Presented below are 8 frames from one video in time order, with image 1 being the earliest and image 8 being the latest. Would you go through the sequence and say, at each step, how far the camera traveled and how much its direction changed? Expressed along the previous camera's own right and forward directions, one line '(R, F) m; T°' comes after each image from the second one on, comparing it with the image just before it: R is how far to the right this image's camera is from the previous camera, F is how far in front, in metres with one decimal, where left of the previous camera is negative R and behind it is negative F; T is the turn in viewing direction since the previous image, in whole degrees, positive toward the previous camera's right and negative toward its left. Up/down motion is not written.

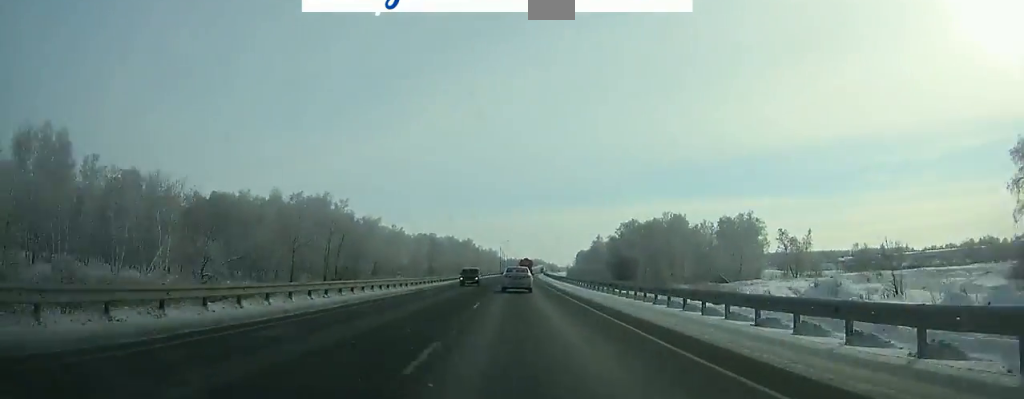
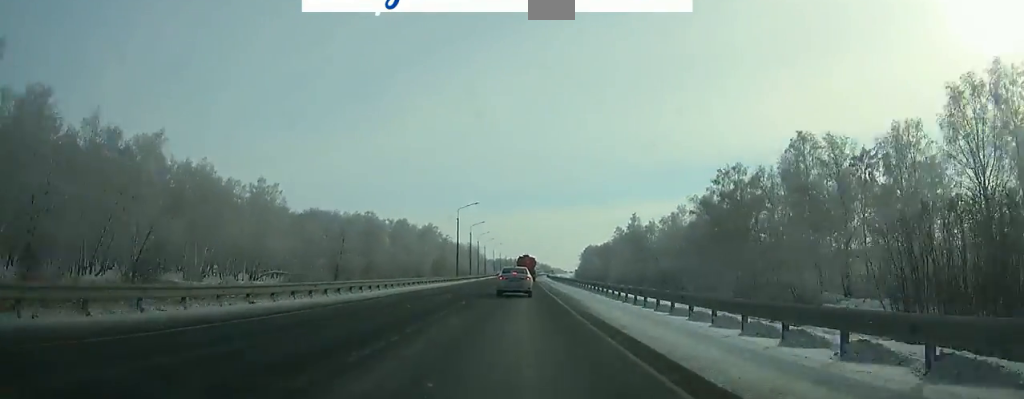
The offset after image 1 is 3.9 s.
(+0.6, +101.4) m; +1°
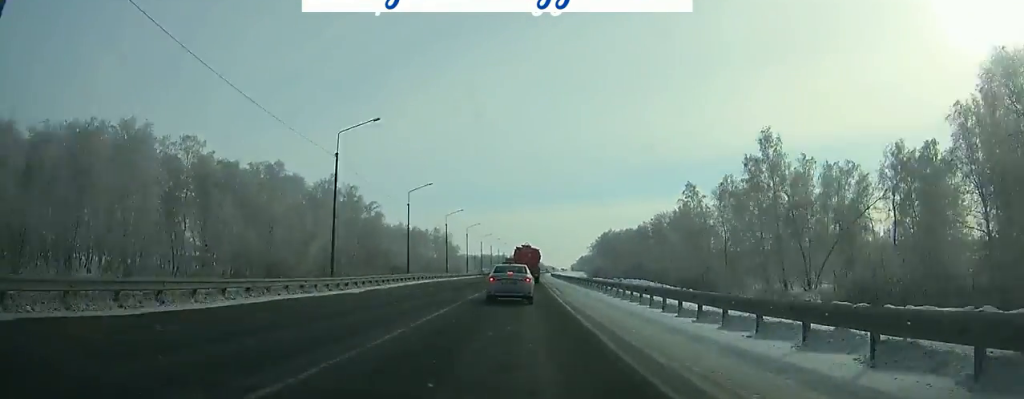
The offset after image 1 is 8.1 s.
(+1.2, +95.6) m; +1°
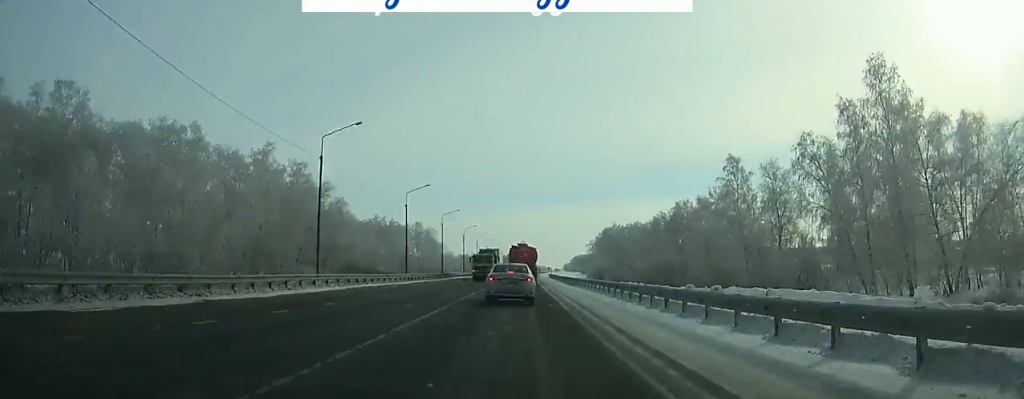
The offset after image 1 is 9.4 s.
(+0.2, +26.7) m; 0°
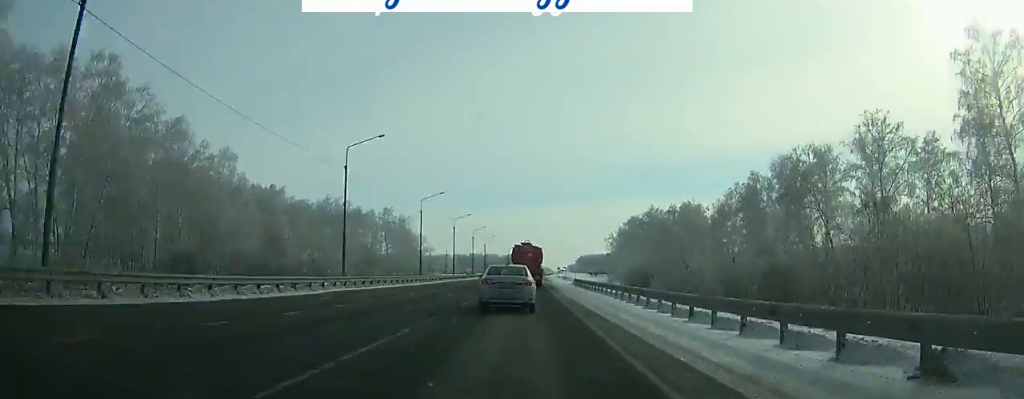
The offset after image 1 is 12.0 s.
(+0.3, +51.0) m; +1°
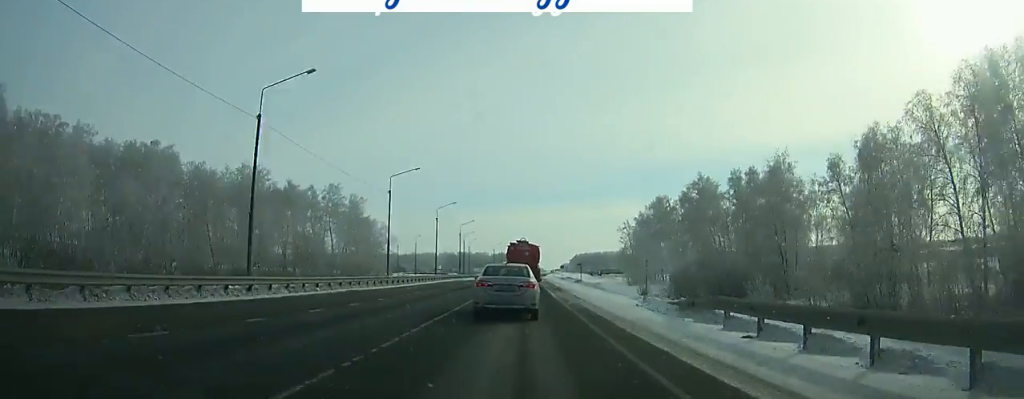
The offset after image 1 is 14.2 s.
(+0.1, +40.8) m; 0°
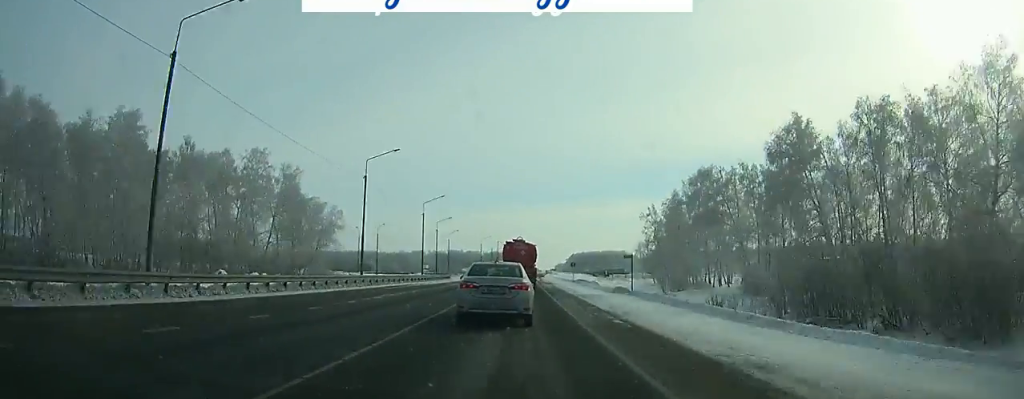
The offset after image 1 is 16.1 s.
(+0.2, +33.8) m; 0°
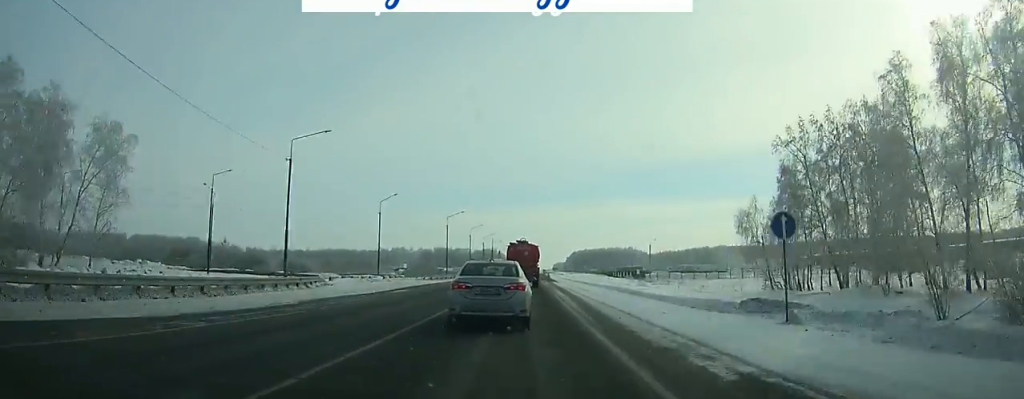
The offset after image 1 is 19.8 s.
(+0.2, +63.2) m; +1°
